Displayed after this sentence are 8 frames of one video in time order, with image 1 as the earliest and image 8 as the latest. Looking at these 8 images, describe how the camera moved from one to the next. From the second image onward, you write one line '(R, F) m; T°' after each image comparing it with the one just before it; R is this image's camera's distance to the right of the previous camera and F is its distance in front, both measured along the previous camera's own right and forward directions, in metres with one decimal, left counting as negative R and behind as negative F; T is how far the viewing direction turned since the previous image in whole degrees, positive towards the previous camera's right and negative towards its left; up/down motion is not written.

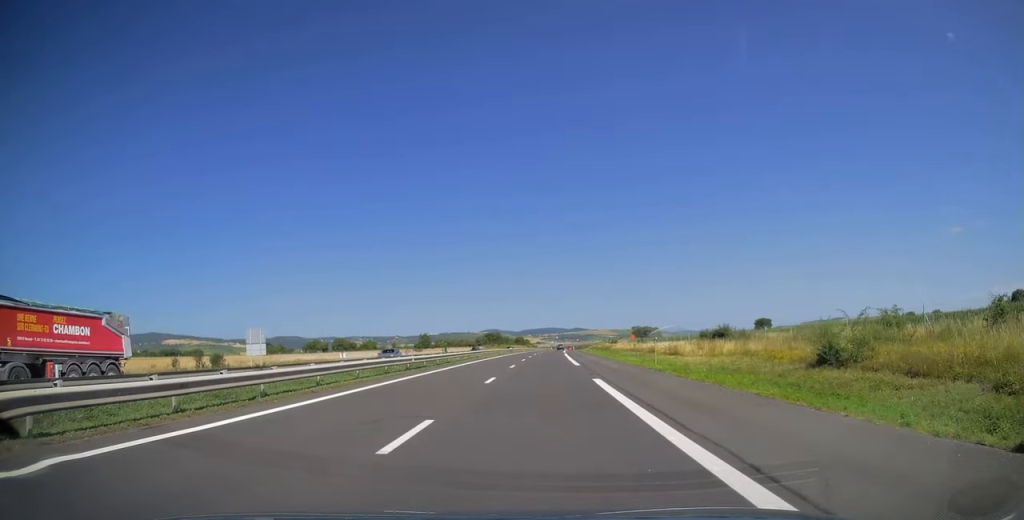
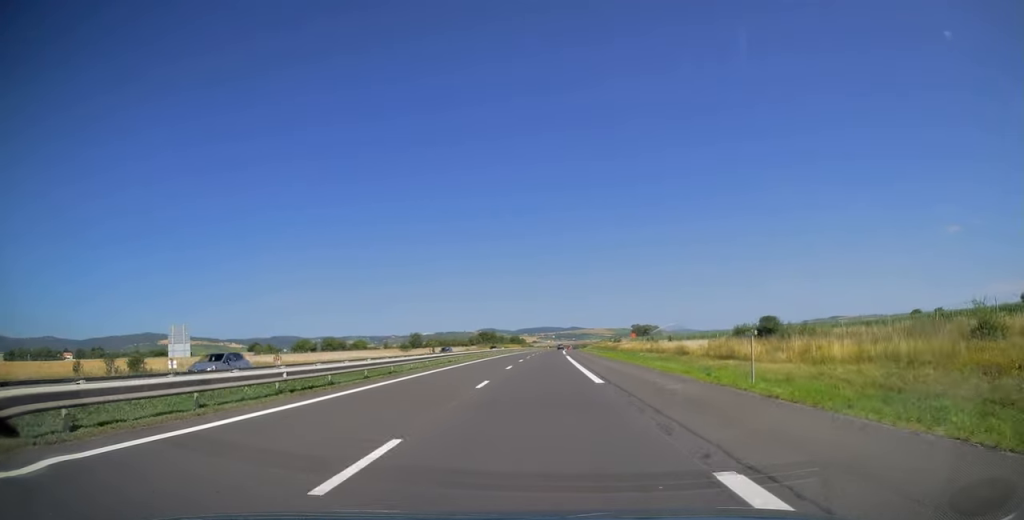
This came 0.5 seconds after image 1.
(+0.1, +15.1) m; 0°
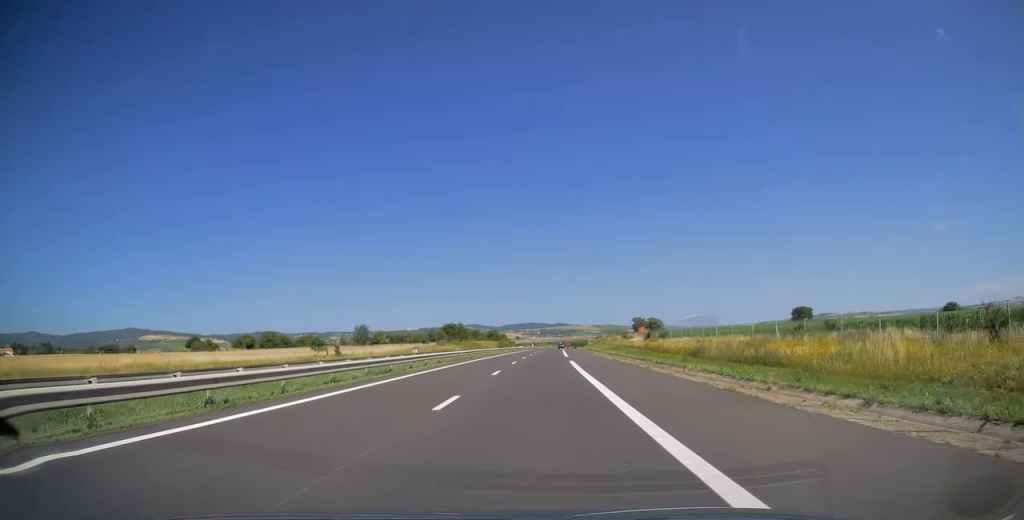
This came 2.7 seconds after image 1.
(+0.3, +71.0) m; +1°
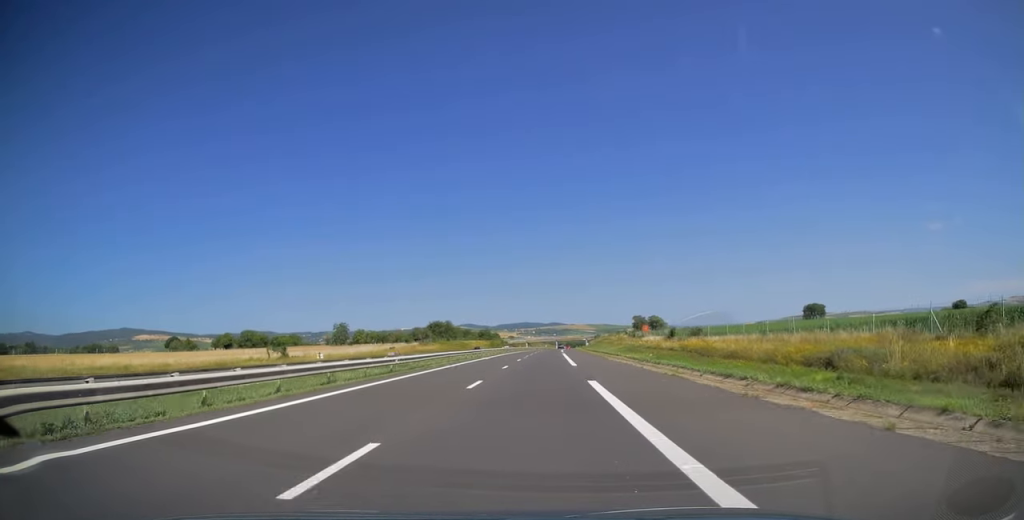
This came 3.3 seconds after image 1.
(+0.1, +19.9) m; 0°
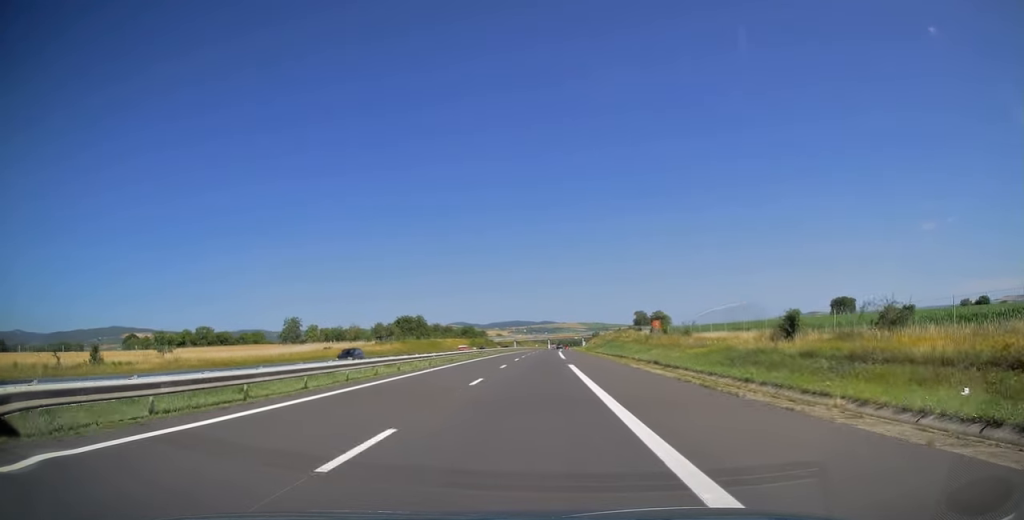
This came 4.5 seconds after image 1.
(+0.3, +37.7) m; +1°
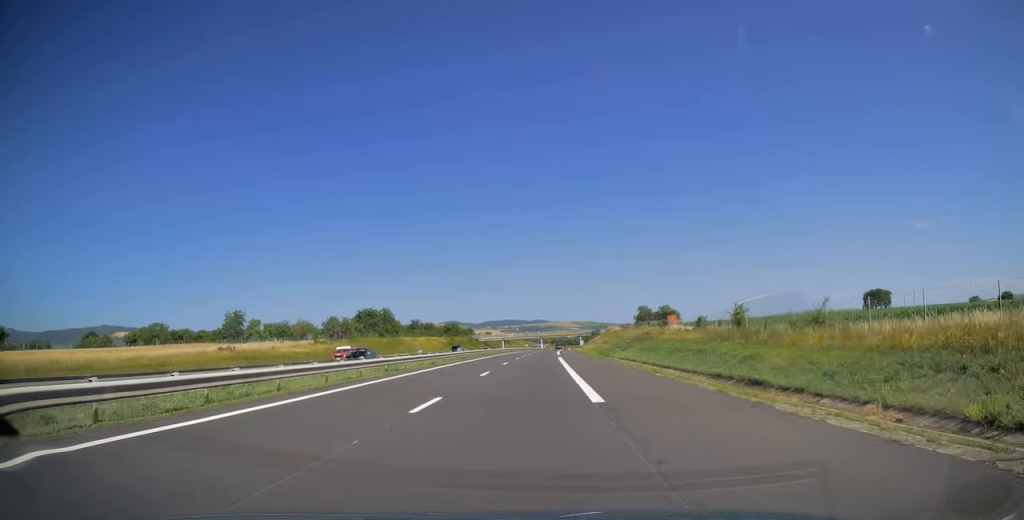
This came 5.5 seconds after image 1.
(+0.5, +33.5) m; +1°
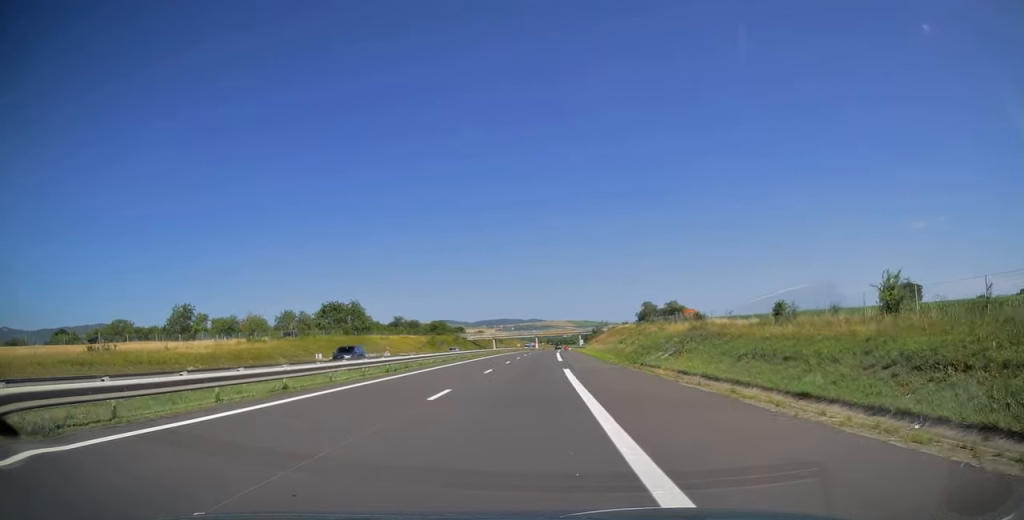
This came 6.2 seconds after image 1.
(+0.1, +23.3) m; 0°
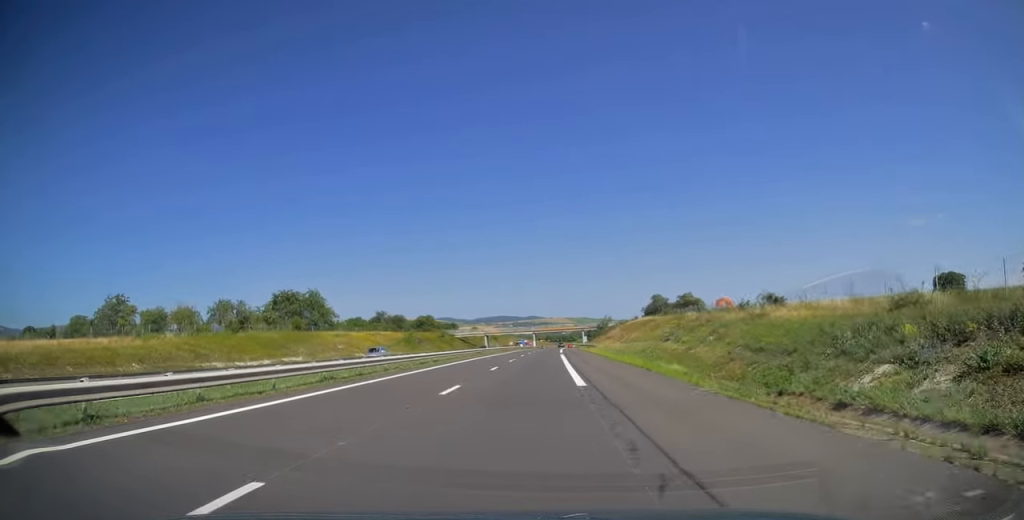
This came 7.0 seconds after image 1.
(-0.2, +24.9) m; 0°
